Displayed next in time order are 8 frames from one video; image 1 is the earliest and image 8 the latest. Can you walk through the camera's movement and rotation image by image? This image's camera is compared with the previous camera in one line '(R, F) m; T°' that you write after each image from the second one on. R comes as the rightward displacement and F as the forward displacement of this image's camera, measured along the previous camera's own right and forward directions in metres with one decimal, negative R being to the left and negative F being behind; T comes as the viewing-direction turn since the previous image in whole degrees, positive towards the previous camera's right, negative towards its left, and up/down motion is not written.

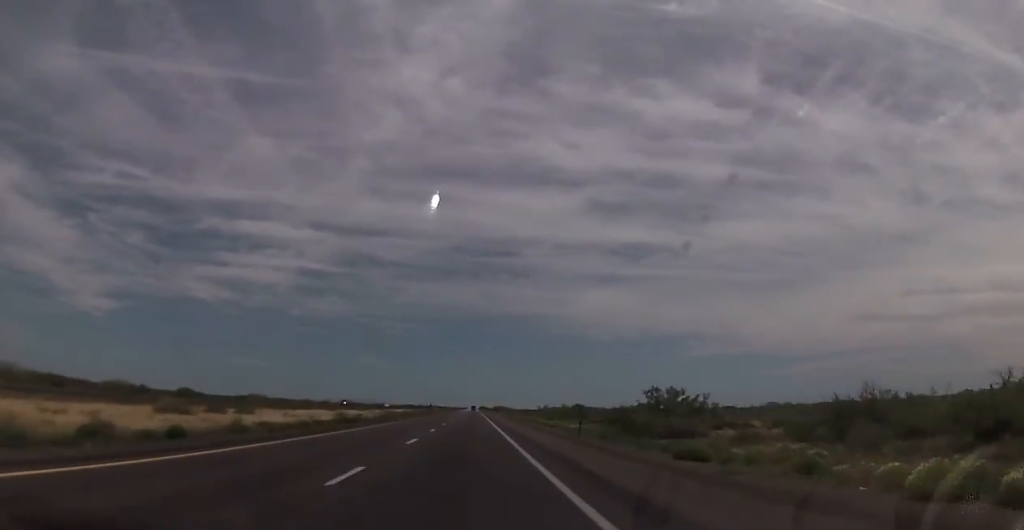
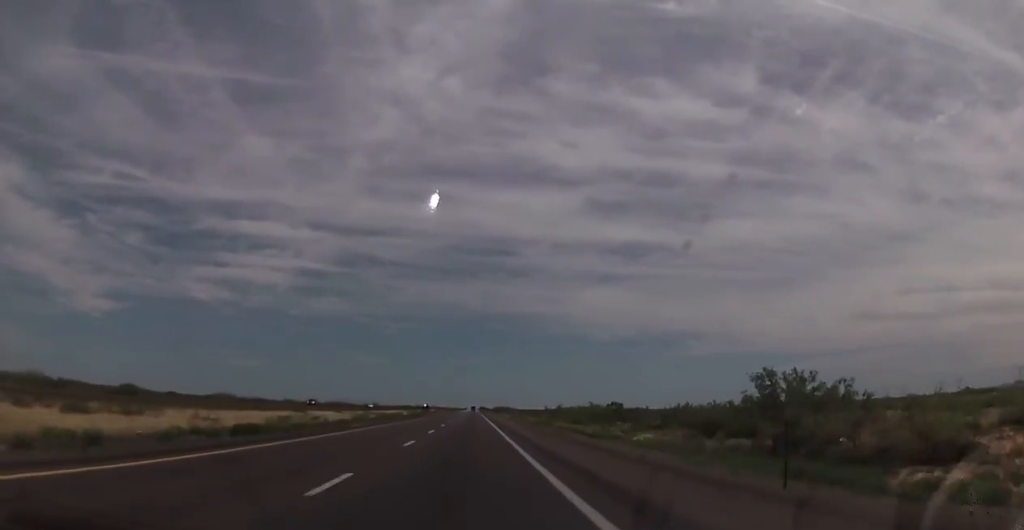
(0.0, +25.5) m; 0°
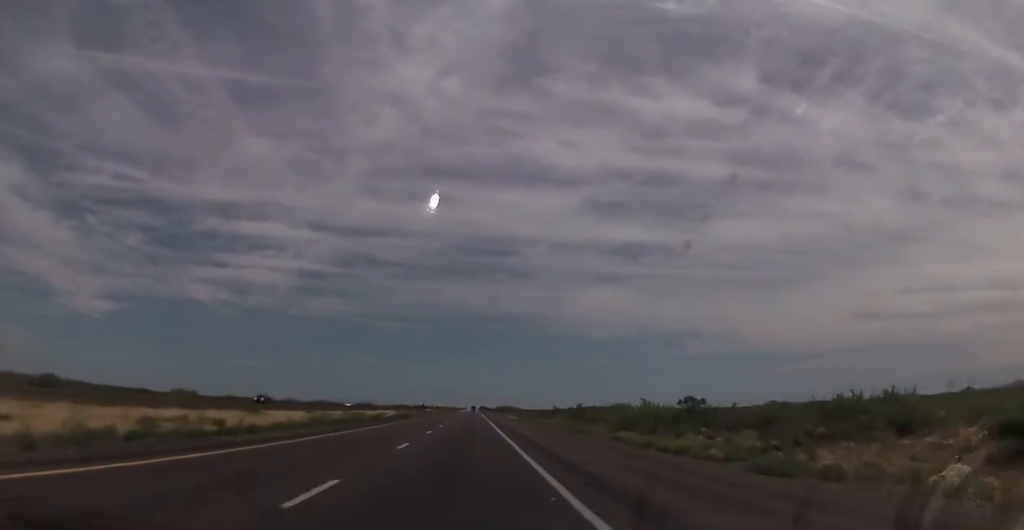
(-0.4, +25.5) m; 0°
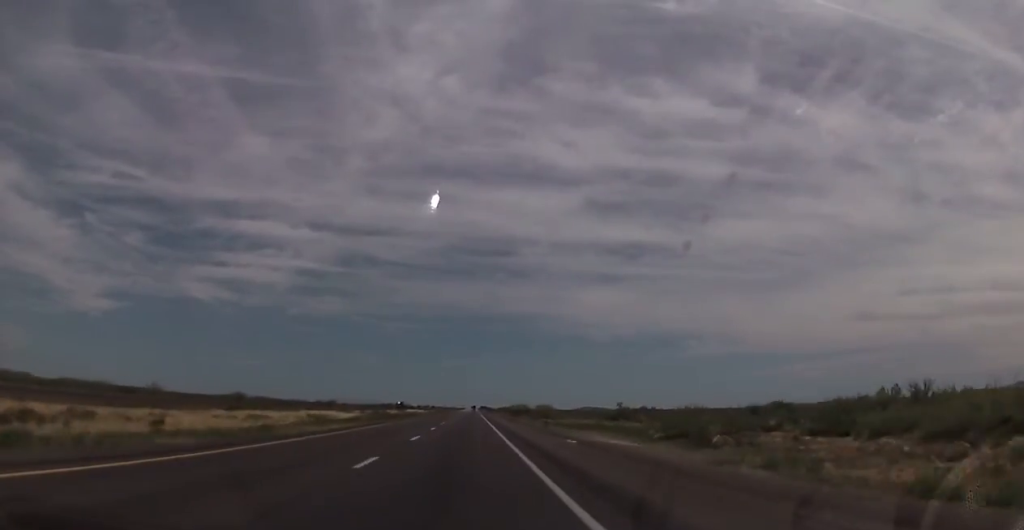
(+1.2, +91.8) m; +1°
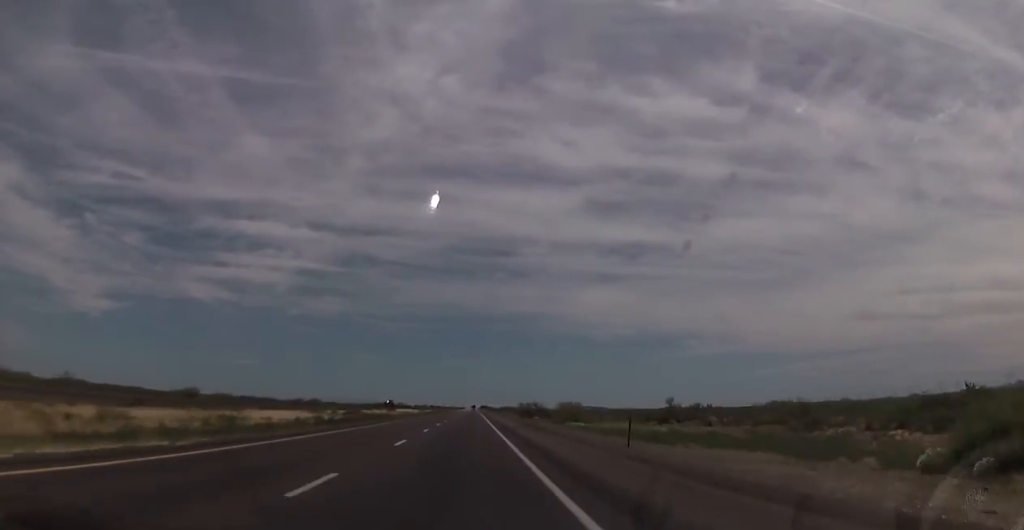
(0.0, +29.0) m; 0°
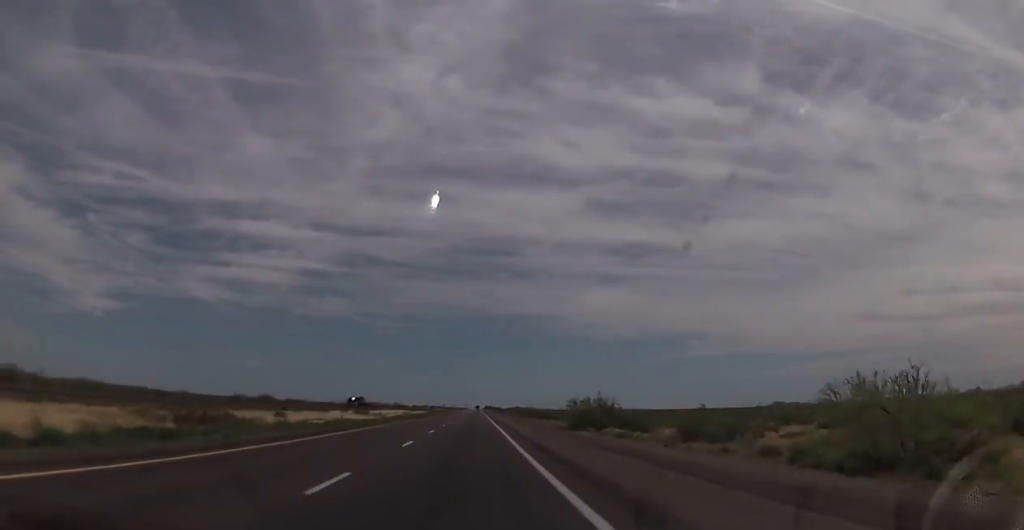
(0.0, +60.4) m; -1°
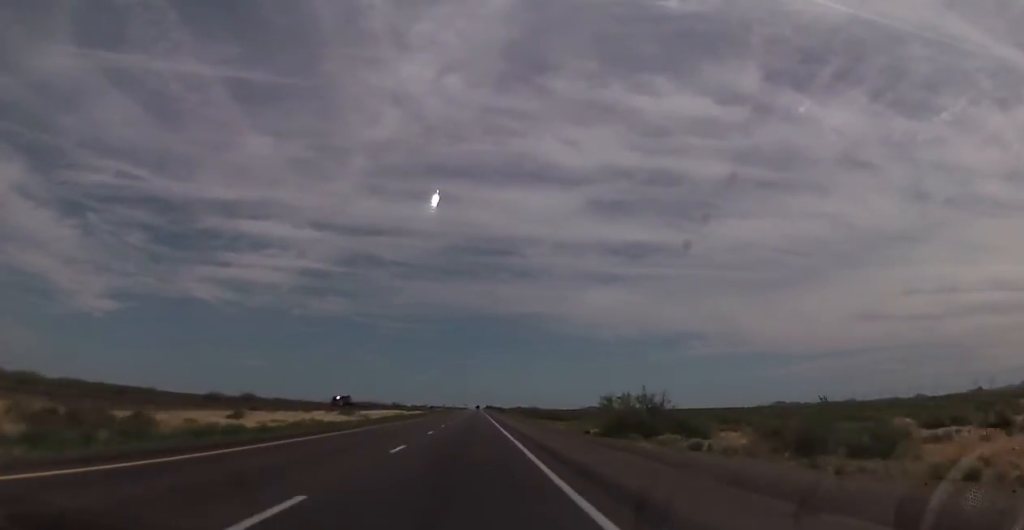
(-0.2, +15.7) m; 0°
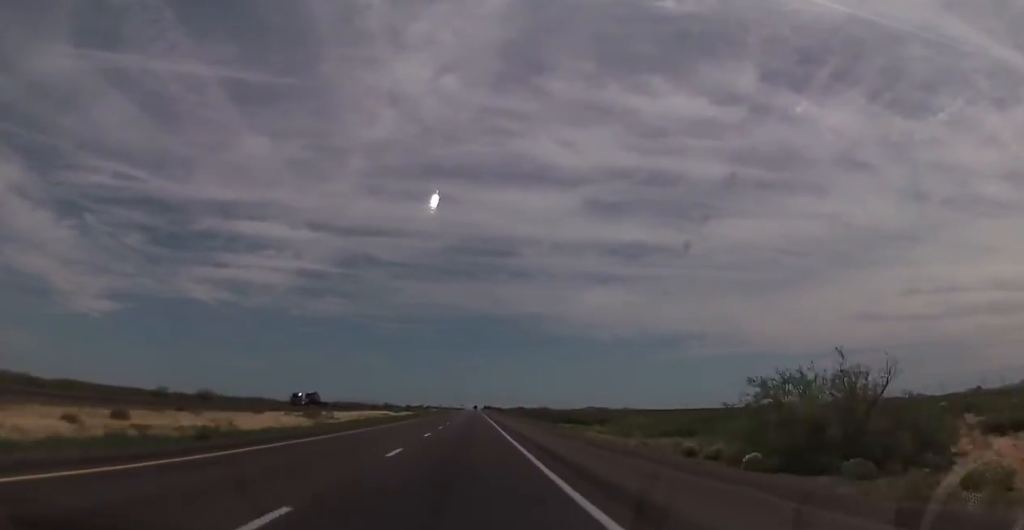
(-0.4, +25.4) m; 0°
